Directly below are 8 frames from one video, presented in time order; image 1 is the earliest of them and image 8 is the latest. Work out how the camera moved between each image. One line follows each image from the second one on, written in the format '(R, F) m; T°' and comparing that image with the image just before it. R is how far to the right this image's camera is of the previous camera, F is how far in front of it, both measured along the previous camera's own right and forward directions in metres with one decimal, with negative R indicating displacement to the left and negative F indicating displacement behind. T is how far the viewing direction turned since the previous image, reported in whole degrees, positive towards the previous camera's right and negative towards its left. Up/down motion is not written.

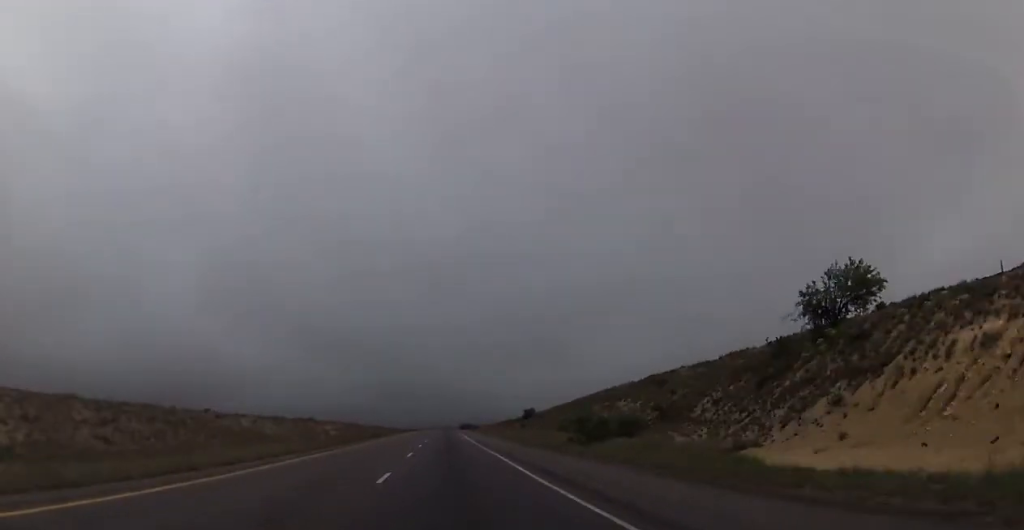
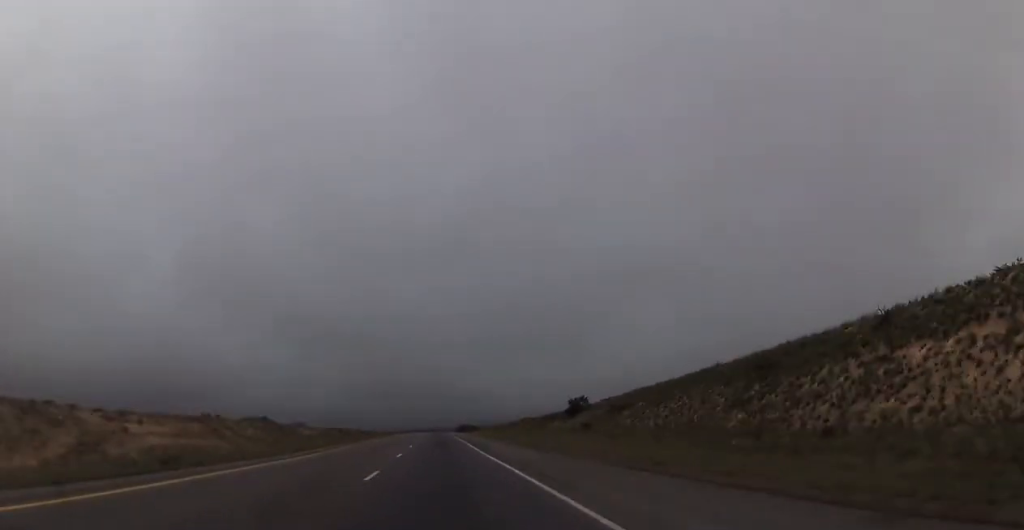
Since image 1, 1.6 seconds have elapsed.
(+0.5, +60.1) m; +1°
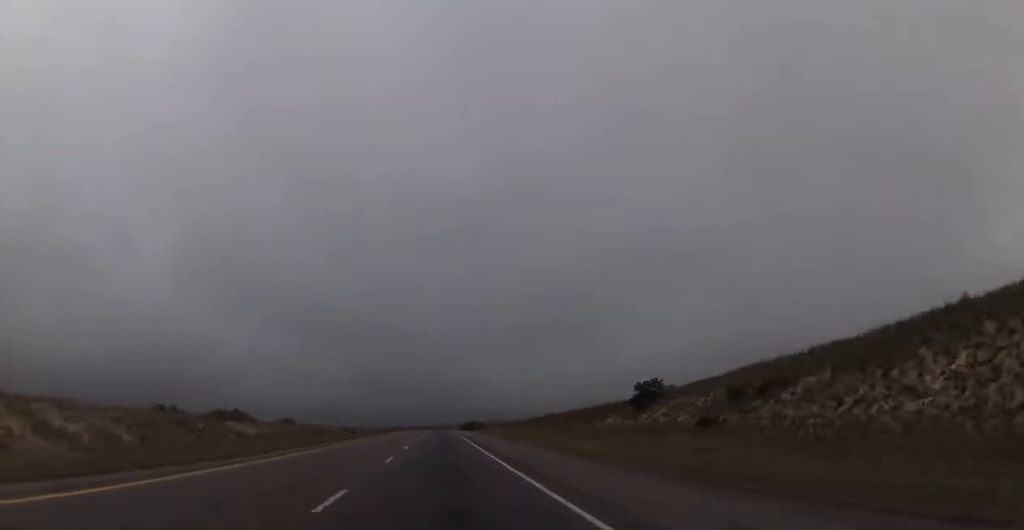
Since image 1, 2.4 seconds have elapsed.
(+0.1, +30.1) m; -1°
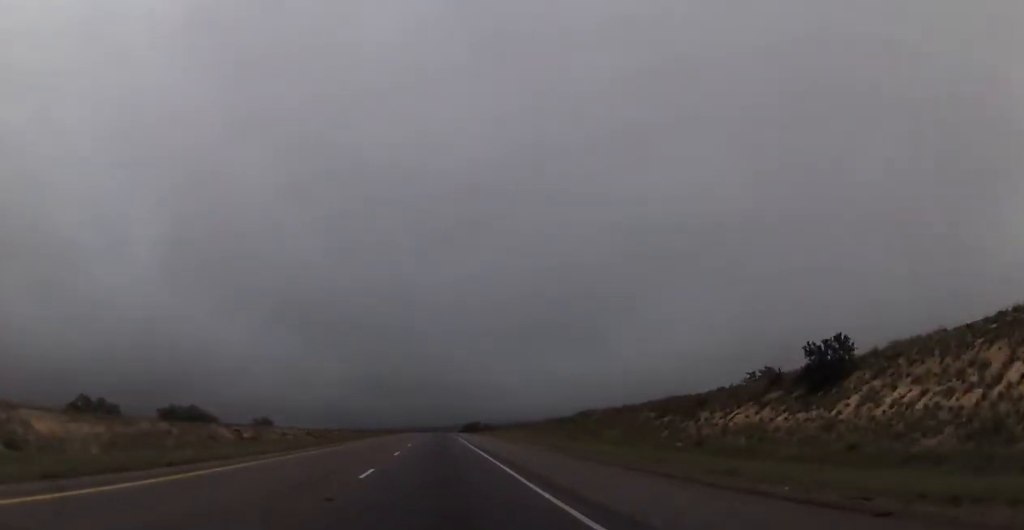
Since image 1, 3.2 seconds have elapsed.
(-0.5, +30.1) m; 0°
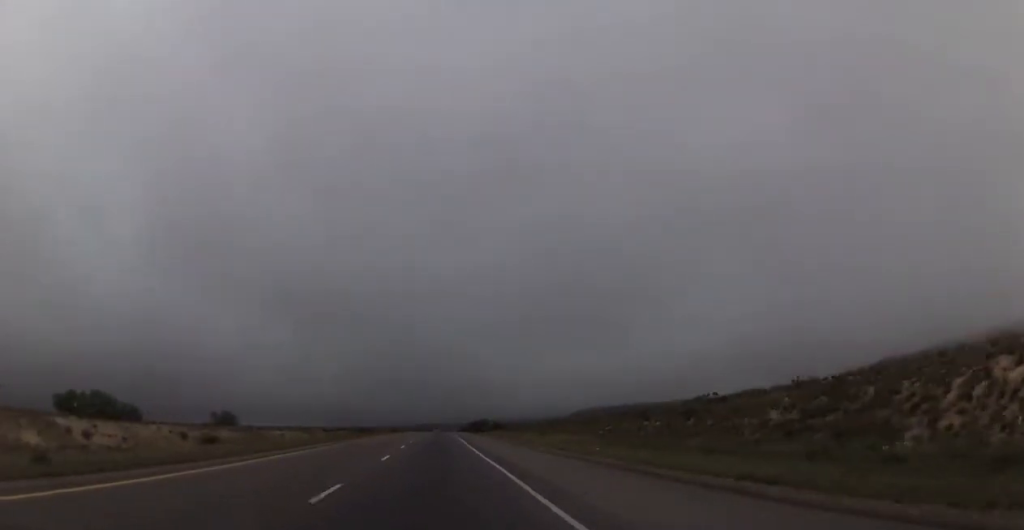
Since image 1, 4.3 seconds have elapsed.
(+0.4, +41.3) m; +1°
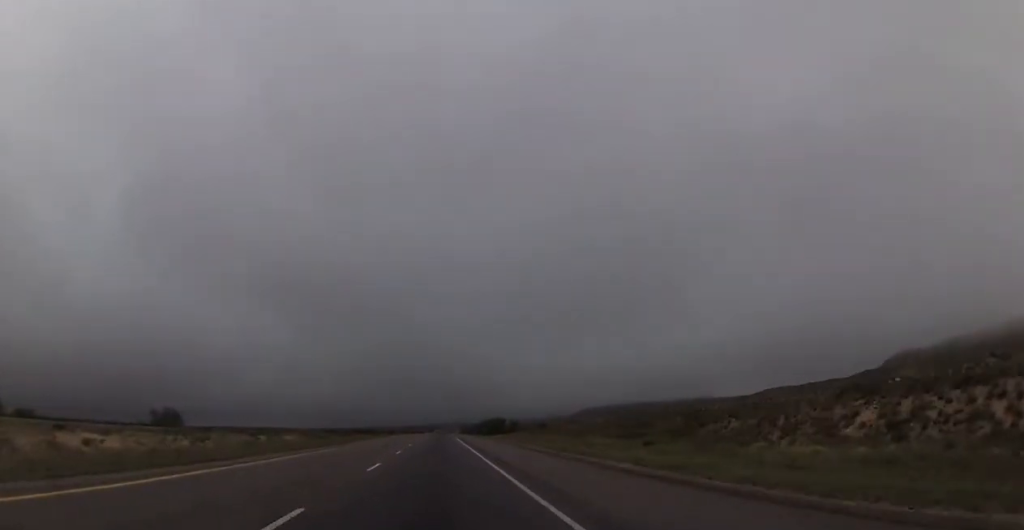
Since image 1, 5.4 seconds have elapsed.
(+0.1, +40.2) m; -1°
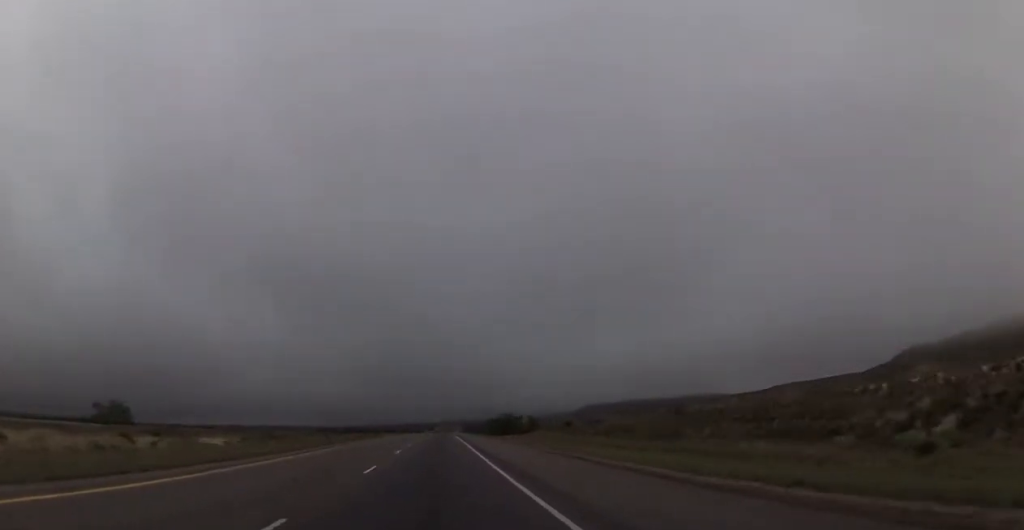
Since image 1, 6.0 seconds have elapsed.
(-0.4, +25.3) m; 0°
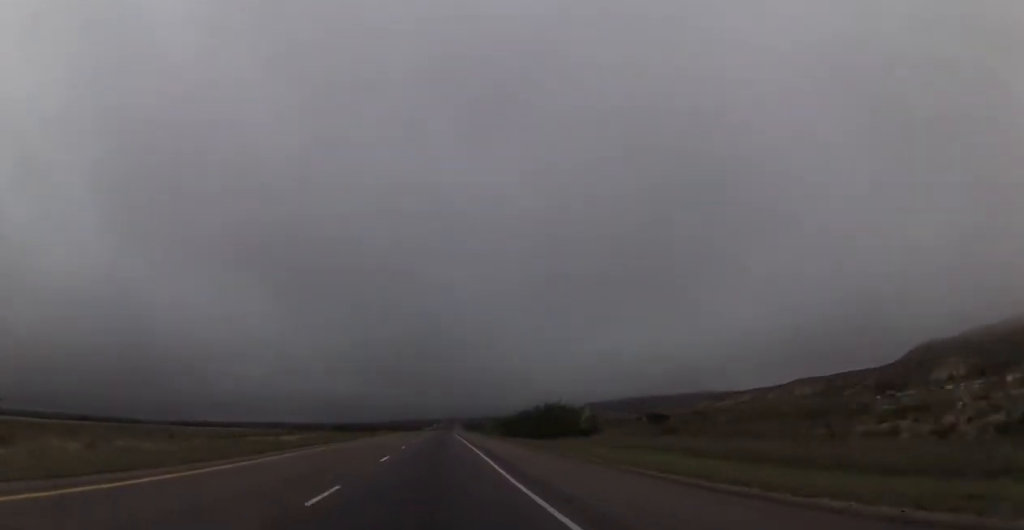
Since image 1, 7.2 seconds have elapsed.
(+0.3, +44.3) m; +1°
